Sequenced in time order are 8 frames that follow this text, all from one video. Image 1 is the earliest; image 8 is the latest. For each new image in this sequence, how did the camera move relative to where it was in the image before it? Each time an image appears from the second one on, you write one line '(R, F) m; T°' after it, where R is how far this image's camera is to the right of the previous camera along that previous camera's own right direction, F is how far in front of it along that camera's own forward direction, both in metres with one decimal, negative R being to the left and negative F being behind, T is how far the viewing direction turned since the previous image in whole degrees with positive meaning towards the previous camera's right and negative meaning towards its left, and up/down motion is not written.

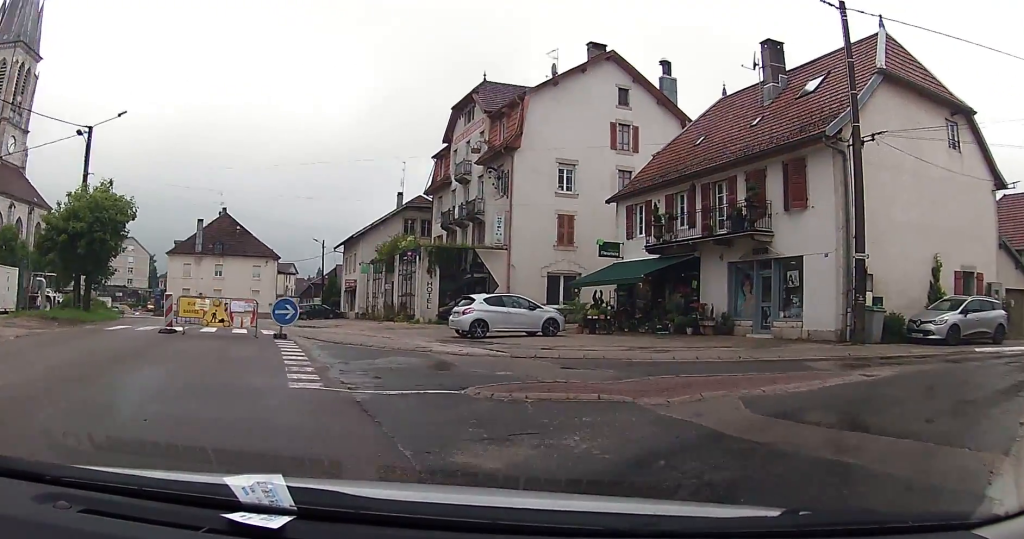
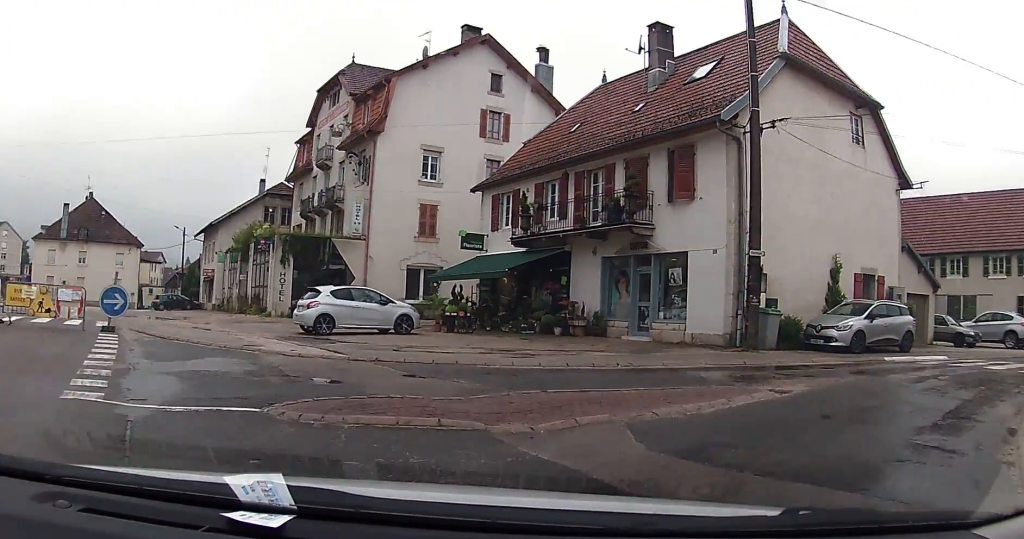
(+0.3, +2.2) m; +12°
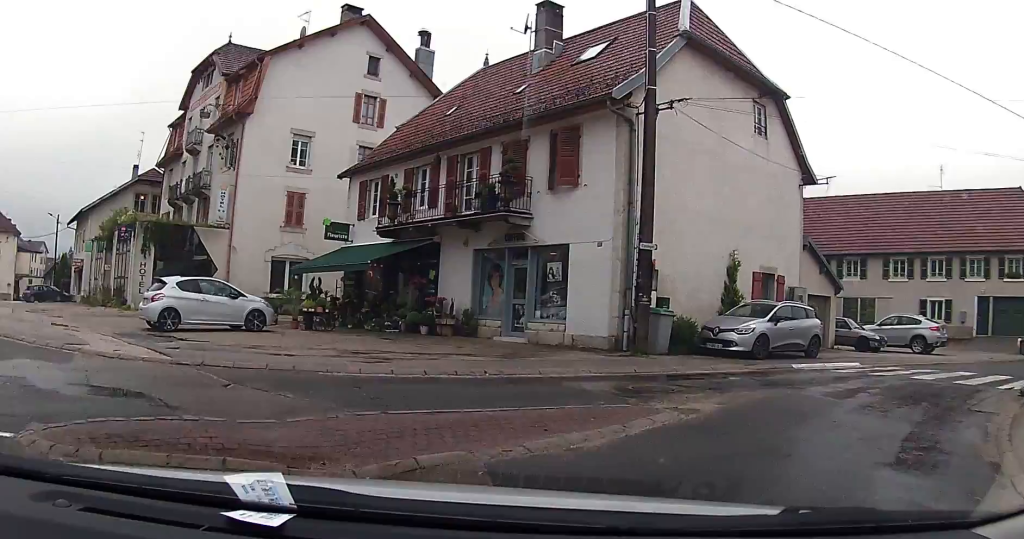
(+0.1, +2.0) m; +11°
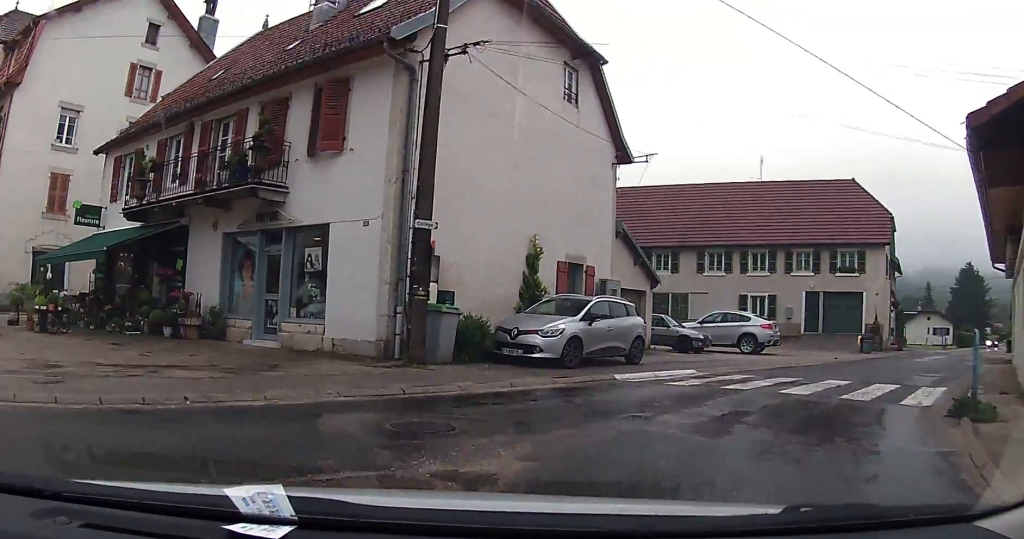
(+0.7, +3.4) m; +16°
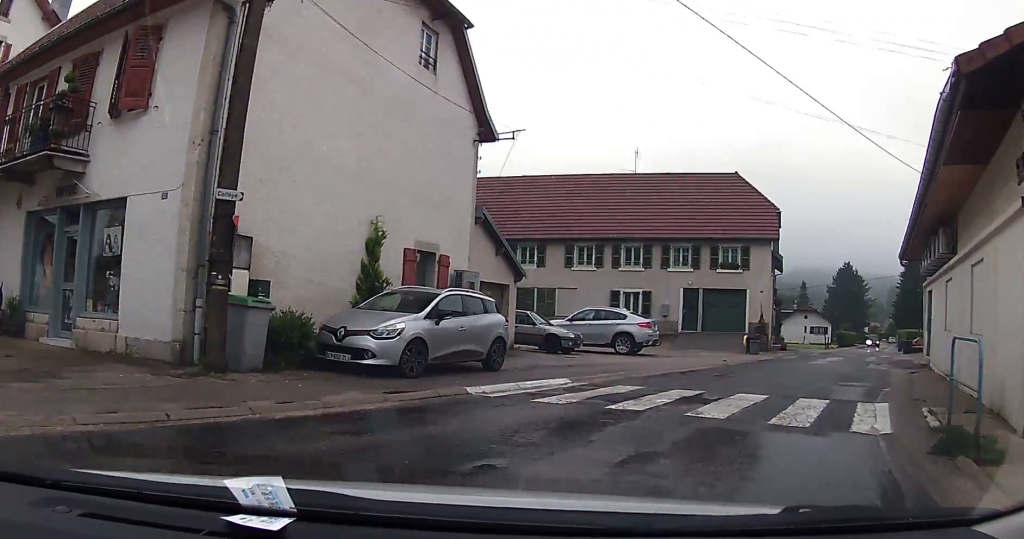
(+0.3, +2.6) m; +11°
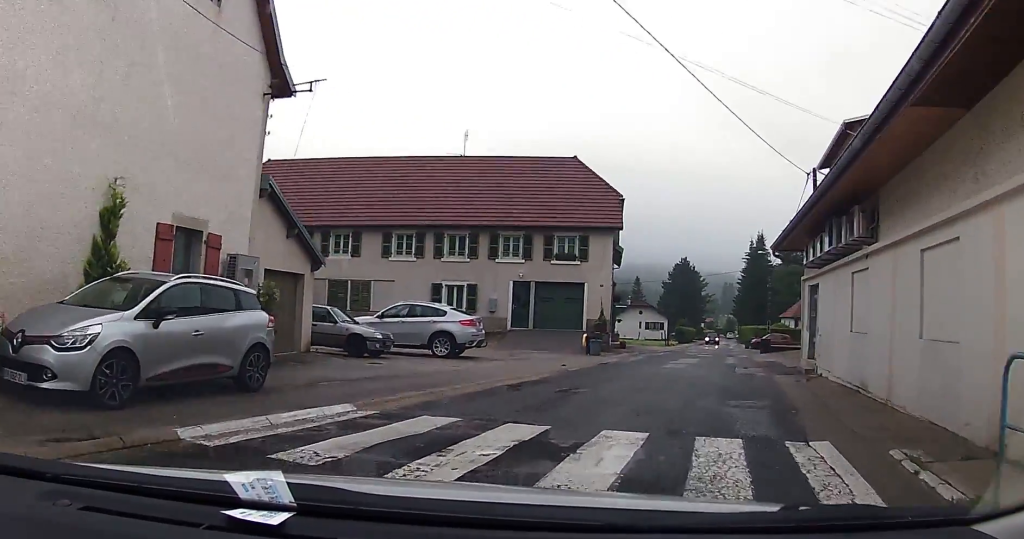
(+0.1, +3.4) m; +13°
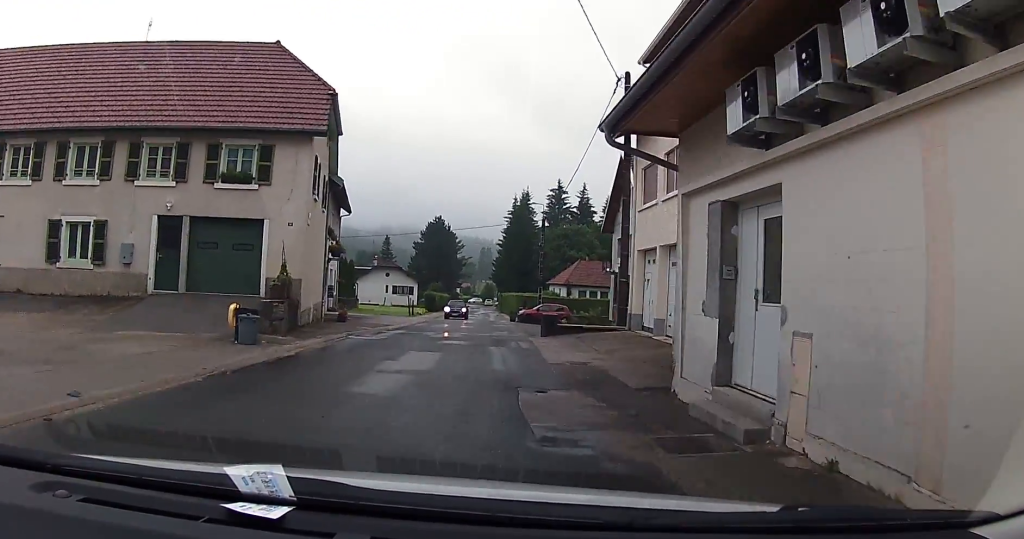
(+2.9, +11.8) m; +16°
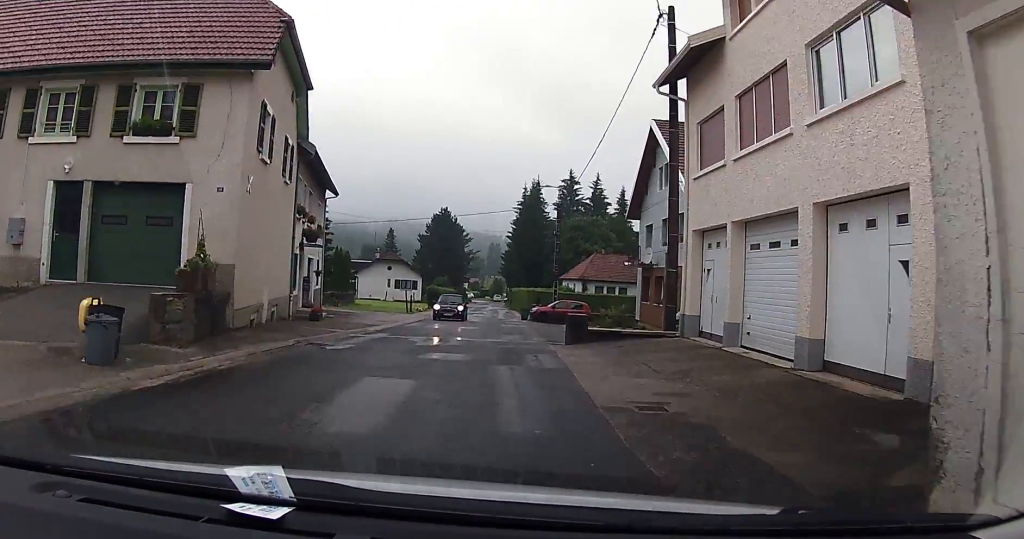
(-0.1, +6.1) m; +1°
